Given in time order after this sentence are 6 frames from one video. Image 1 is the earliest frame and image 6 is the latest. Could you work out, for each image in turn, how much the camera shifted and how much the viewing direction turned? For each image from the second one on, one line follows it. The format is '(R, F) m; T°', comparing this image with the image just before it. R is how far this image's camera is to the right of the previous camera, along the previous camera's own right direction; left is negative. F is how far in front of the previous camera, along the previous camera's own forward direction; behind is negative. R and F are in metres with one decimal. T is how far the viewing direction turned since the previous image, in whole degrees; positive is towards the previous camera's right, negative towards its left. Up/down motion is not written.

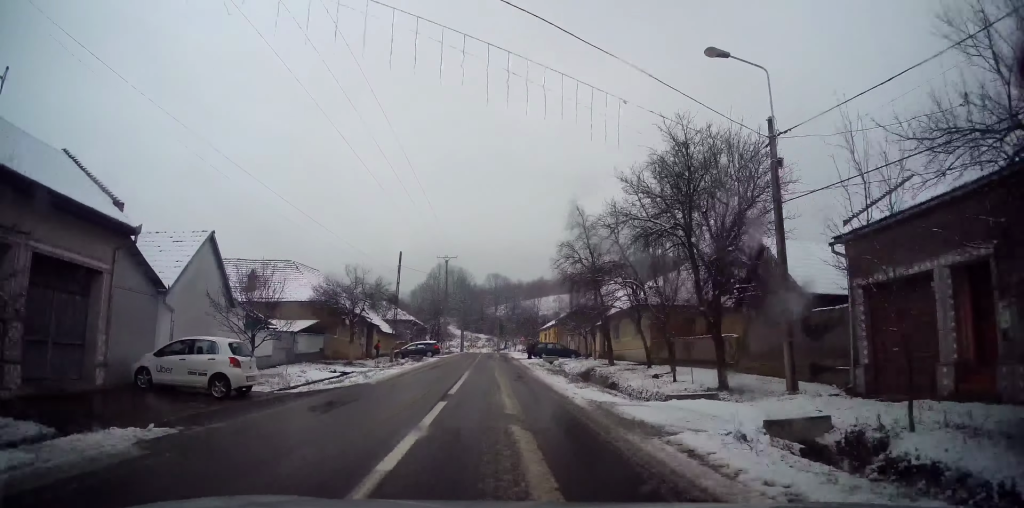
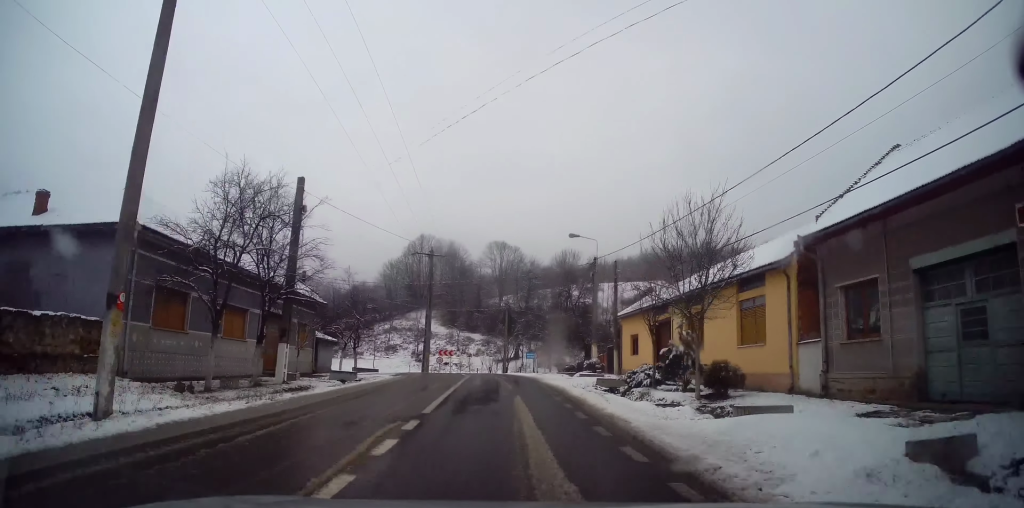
(-1.6, +59.5) m; 0°
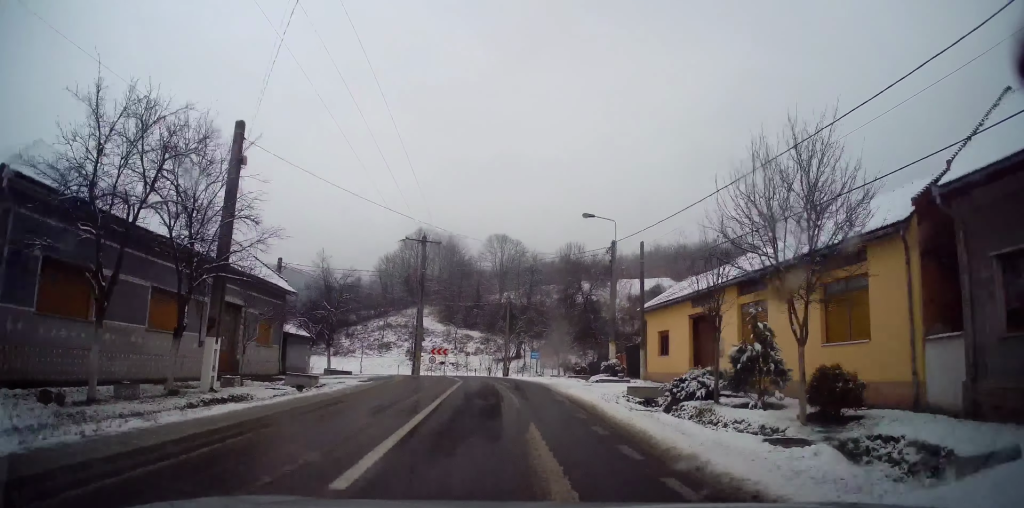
(+0.2, +5.7) m; 0°
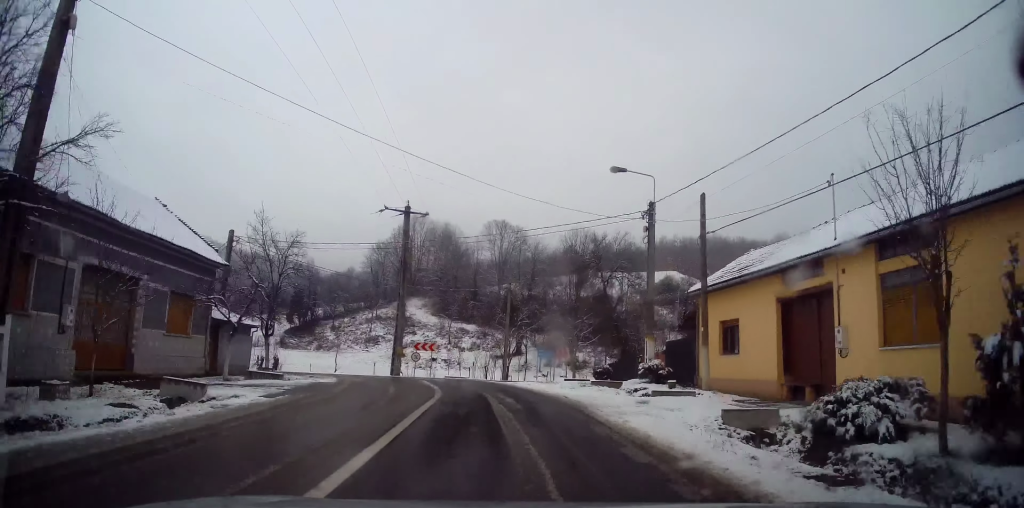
(-0.1, +7.7) m; -1°
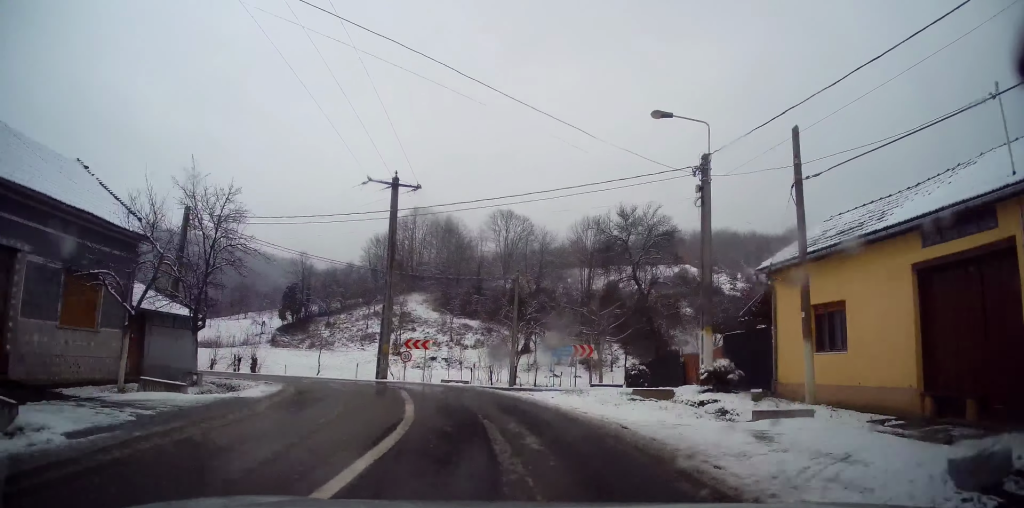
(0.0, +5.9) m; -2°
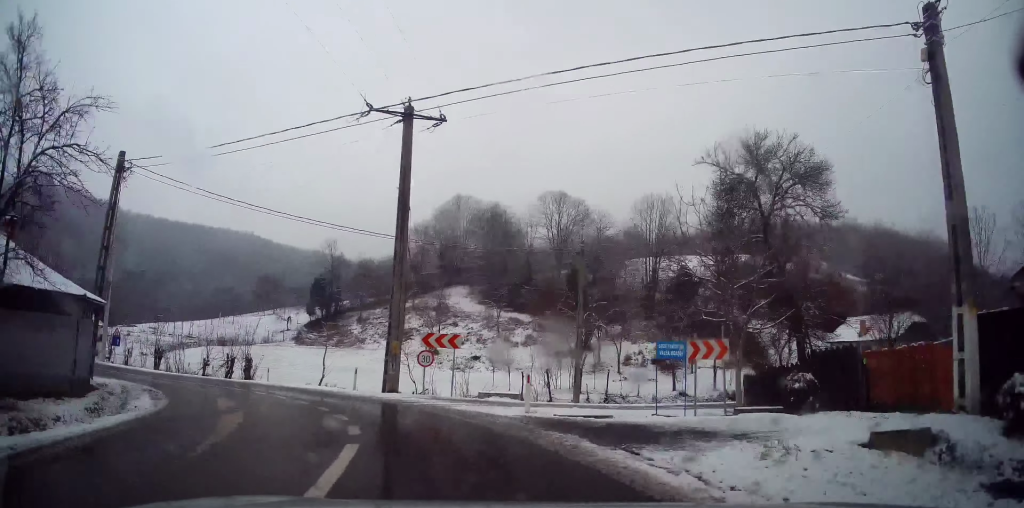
(-0.4, +9.6) m; -4°
